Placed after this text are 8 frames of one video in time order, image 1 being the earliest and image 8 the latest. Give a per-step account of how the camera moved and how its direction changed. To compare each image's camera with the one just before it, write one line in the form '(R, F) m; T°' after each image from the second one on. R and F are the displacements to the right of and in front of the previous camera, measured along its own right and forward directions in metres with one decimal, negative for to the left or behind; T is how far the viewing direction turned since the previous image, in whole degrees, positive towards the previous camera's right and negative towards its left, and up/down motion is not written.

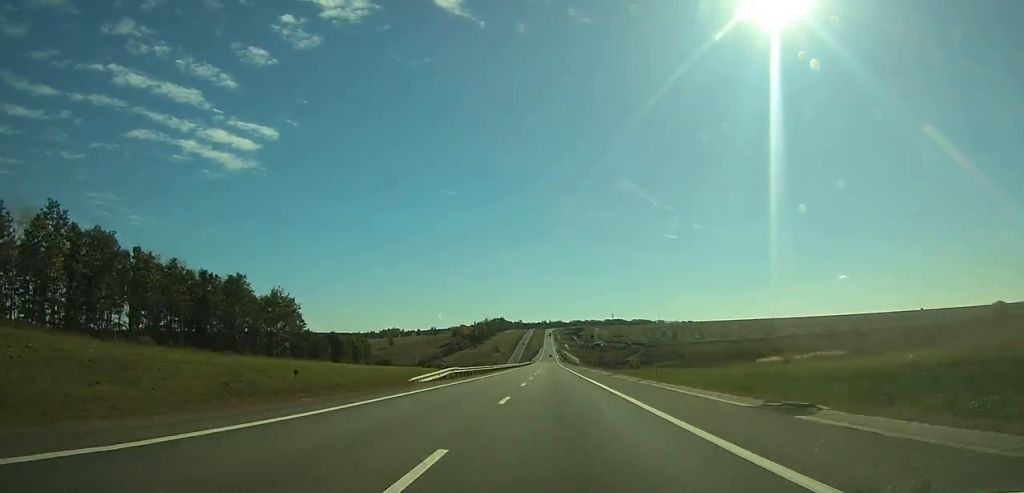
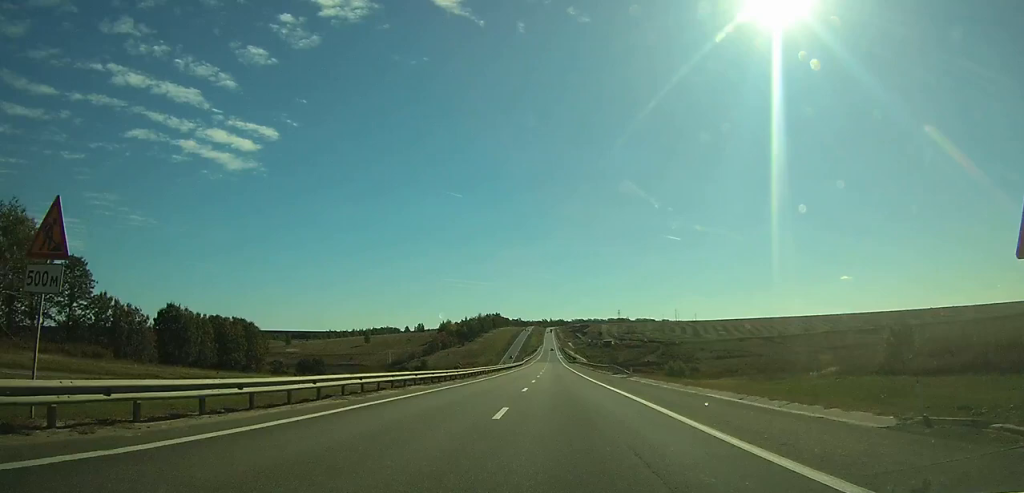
(+0.1, +75.6) m; 0°
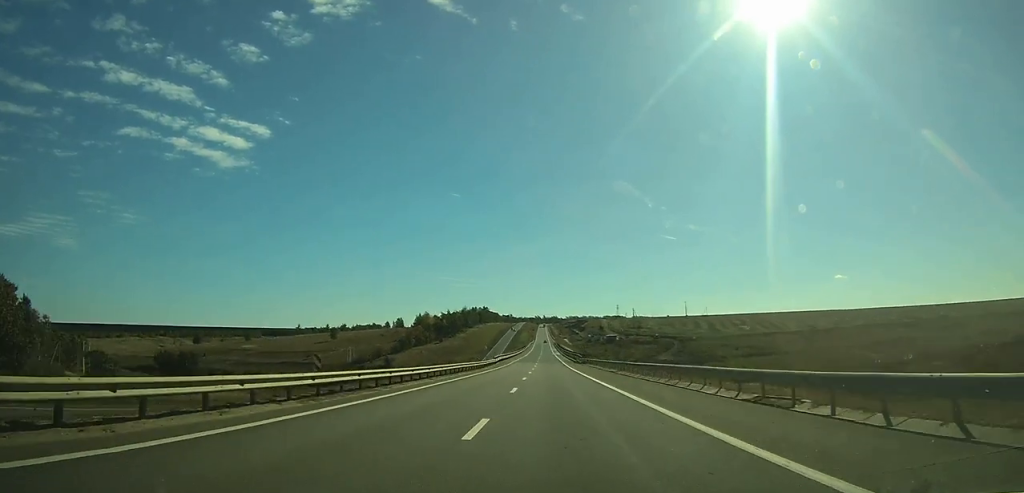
(0.0, +62.7) m; 0°
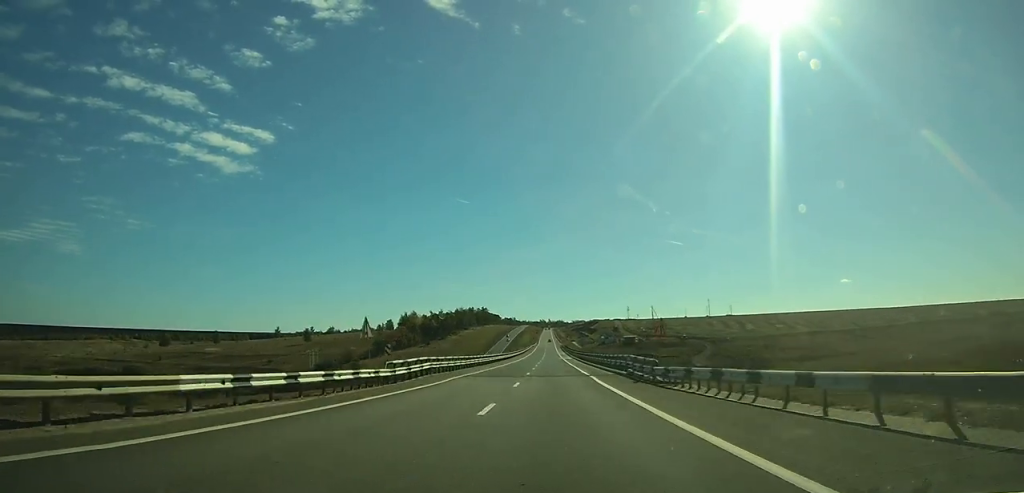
(+0.1, +55.0) m; 0°
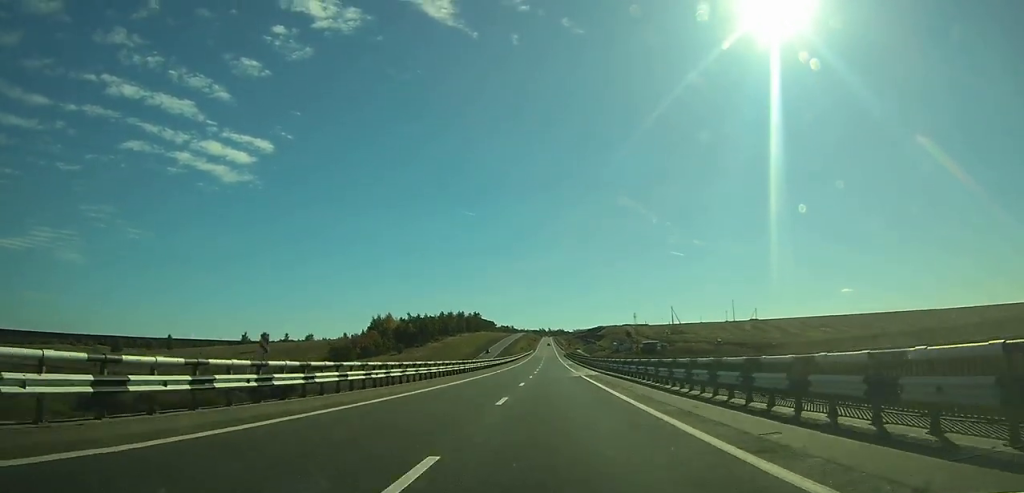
(0.0, +56.0) m; 0°
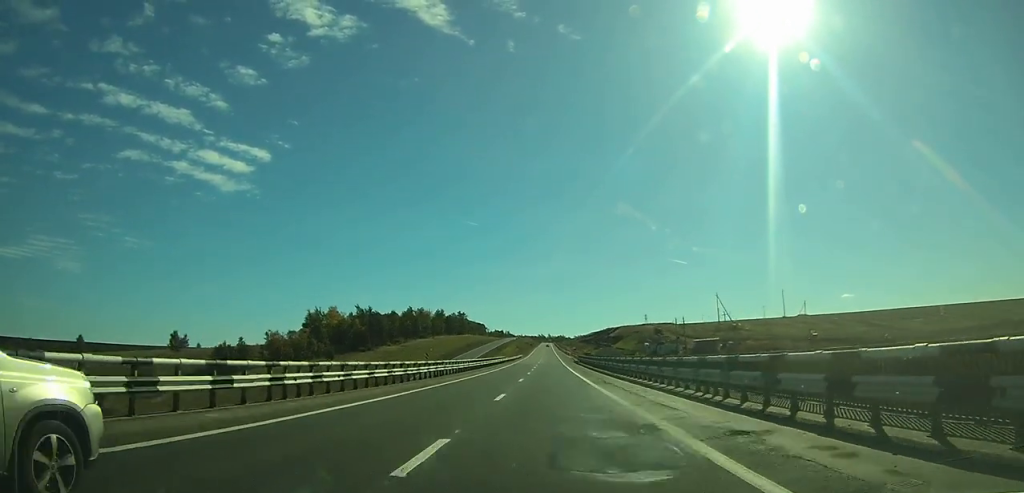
(-0.1, +80.6) m; 0°
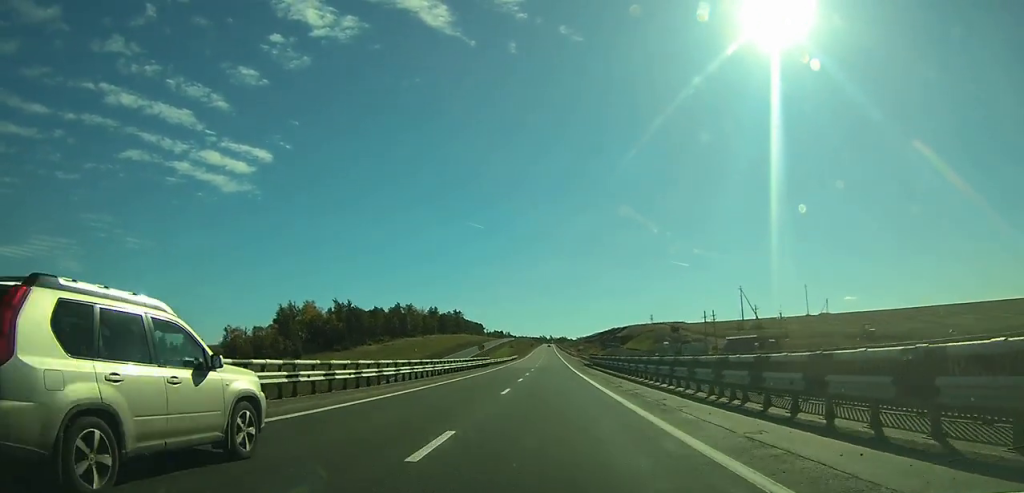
(0.0, +25.4) m; 0°
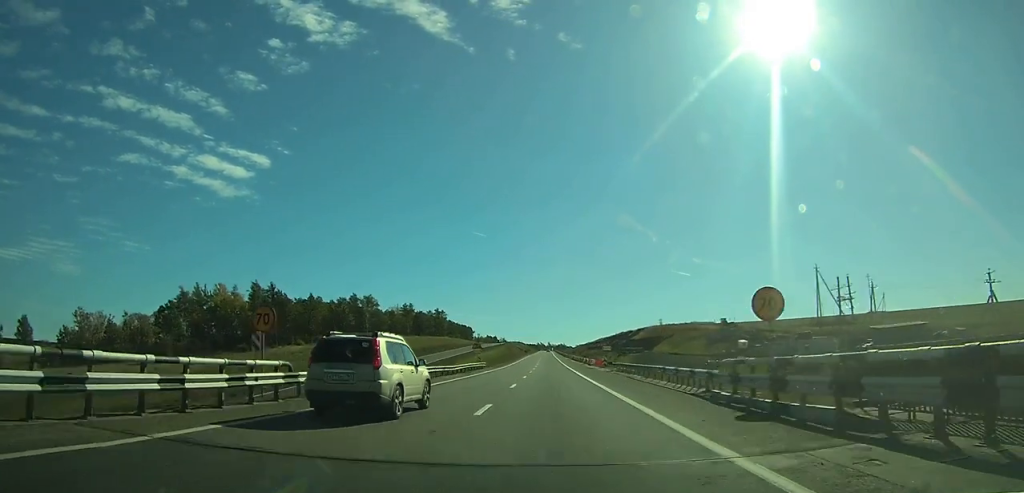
(-0.1, +56.3) m; 0°
